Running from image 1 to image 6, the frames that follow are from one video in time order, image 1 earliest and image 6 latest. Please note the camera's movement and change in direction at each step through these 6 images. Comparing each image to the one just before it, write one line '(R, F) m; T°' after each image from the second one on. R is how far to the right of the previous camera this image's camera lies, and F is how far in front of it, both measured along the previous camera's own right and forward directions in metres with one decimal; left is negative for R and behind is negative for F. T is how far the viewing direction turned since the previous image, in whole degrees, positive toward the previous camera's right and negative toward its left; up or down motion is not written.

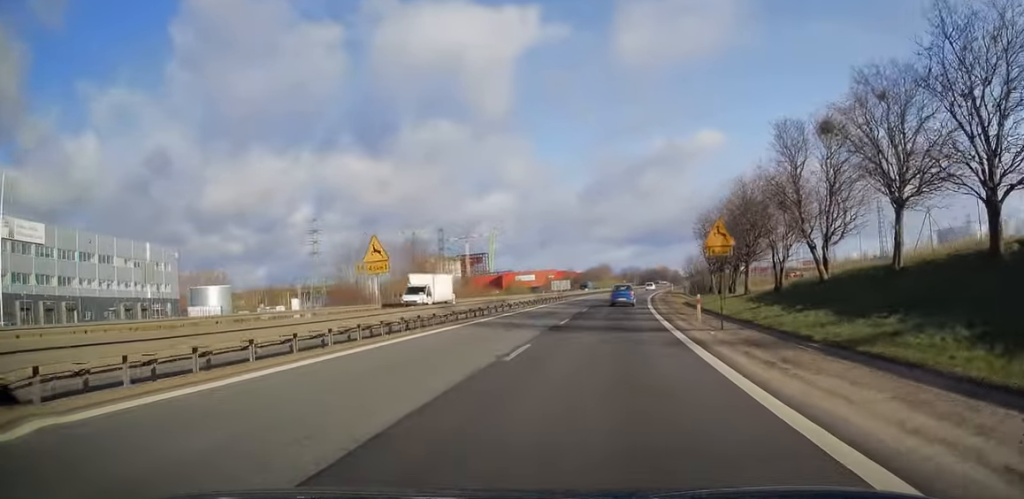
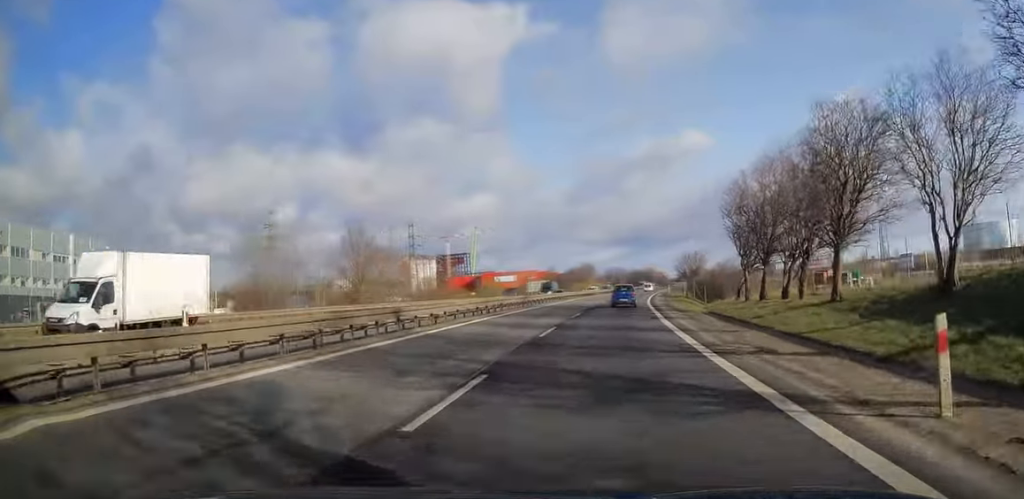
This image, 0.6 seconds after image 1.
(+0.1, +18.6) m; +1°
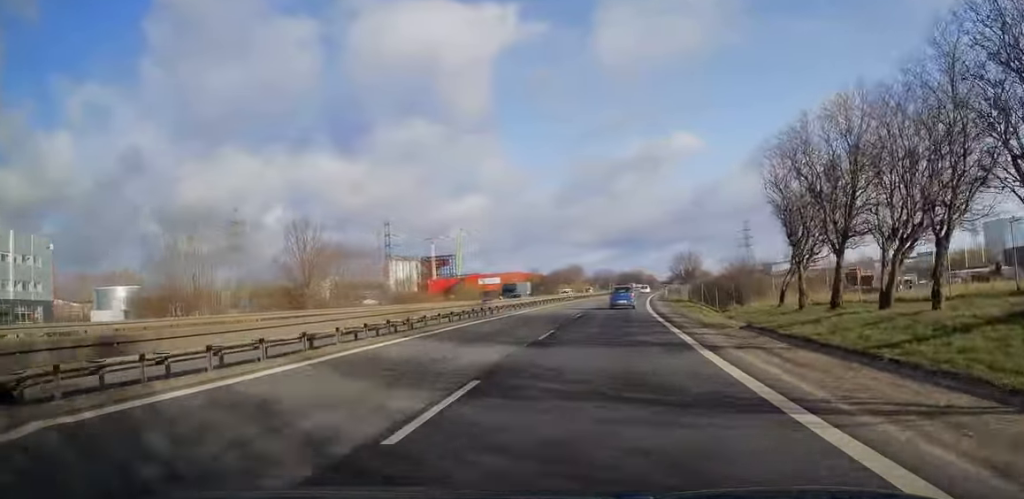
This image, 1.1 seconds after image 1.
(+0.2, +12.8) m; +1°
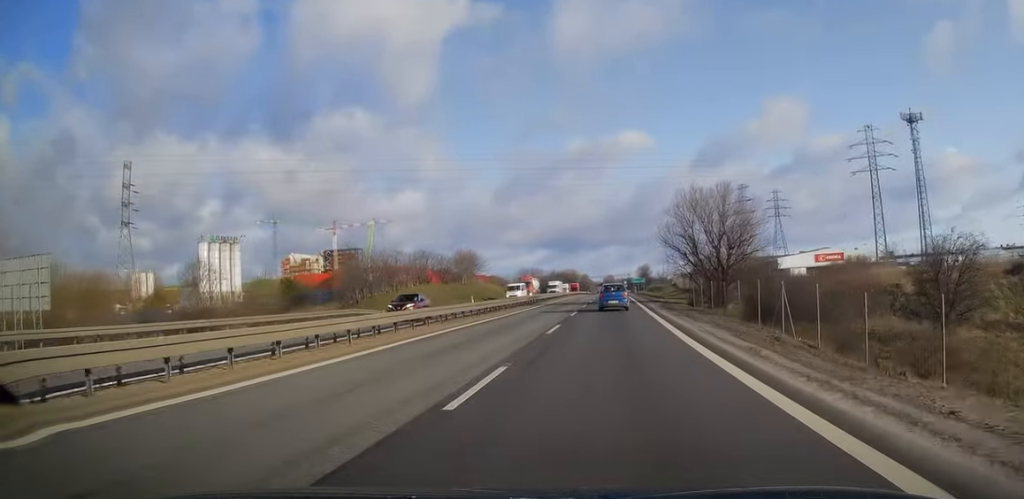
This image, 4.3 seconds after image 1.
(+5.6, +96.5) m; +6°
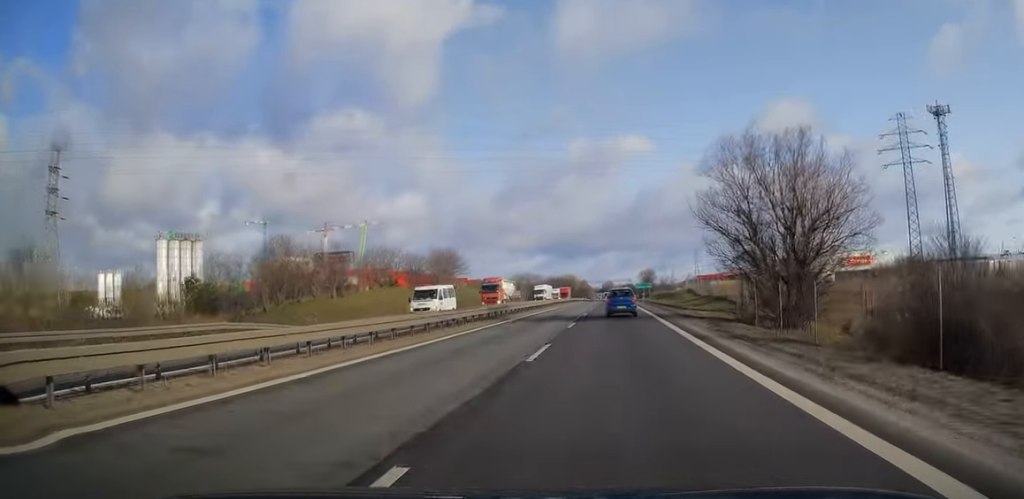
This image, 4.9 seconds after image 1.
(+0.1, +19.0) m; 0°
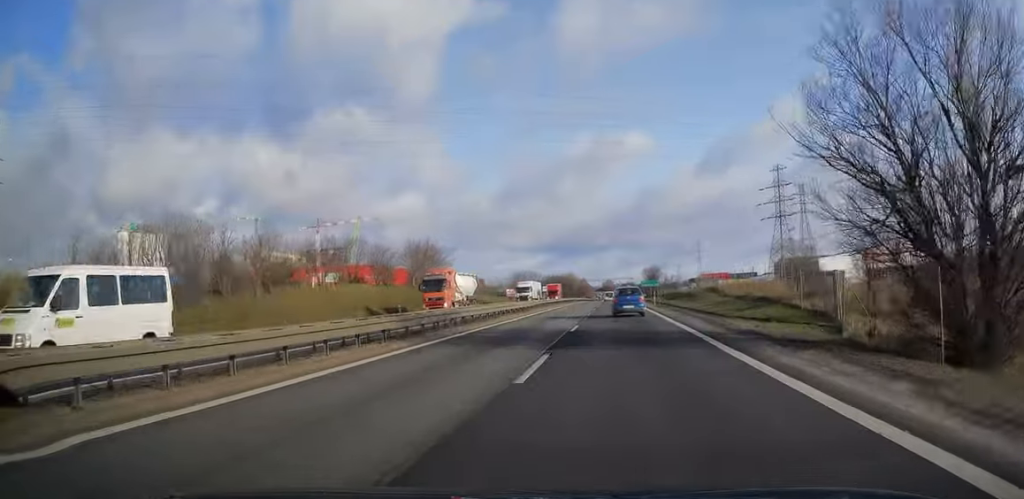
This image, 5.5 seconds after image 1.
(+0.1, +15.6) m; 0°
